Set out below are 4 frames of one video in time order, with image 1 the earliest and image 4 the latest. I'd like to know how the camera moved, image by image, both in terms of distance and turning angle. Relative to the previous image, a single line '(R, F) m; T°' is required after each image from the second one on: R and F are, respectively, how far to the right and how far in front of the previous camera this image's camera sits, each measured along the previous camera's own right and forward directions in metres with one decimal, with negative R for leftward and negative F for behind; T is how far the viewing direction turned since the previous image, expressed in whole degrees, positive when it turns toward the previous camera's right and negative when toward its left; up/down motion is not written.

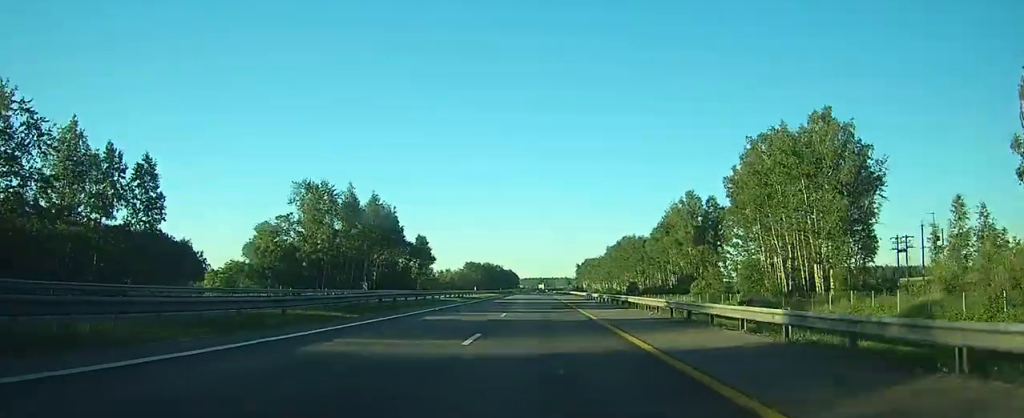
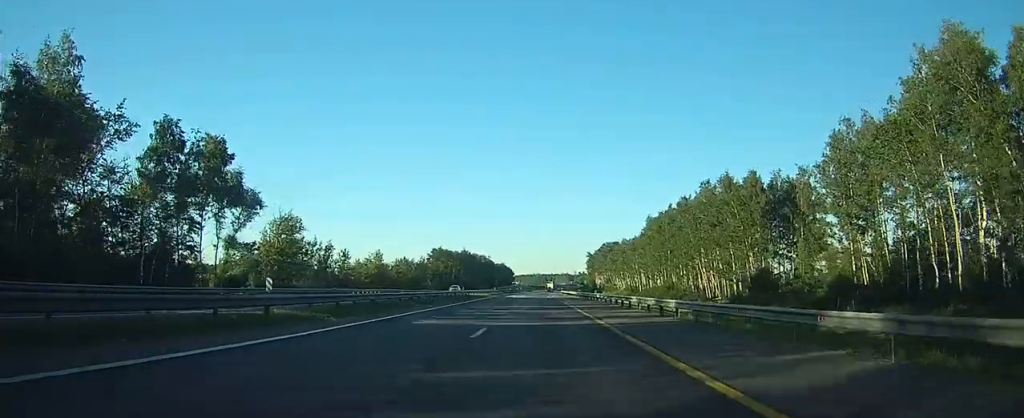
(-0.2, +105.6) m; 0°
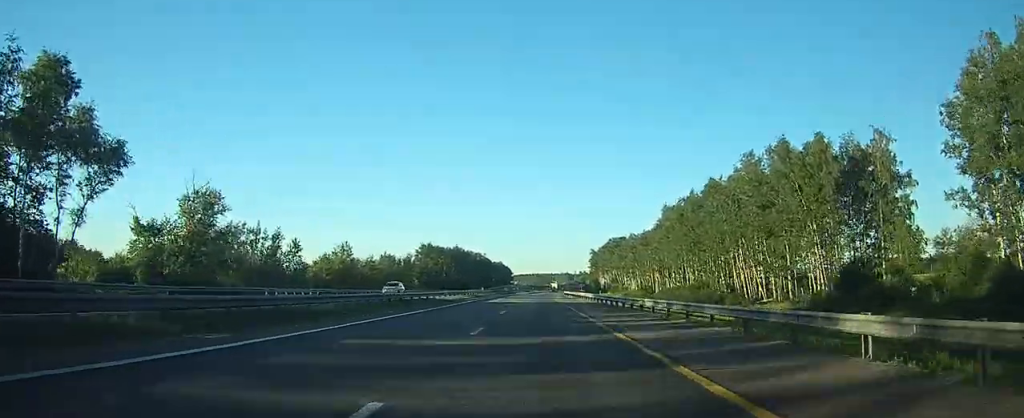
(+0.4, +23.4) m; 0°
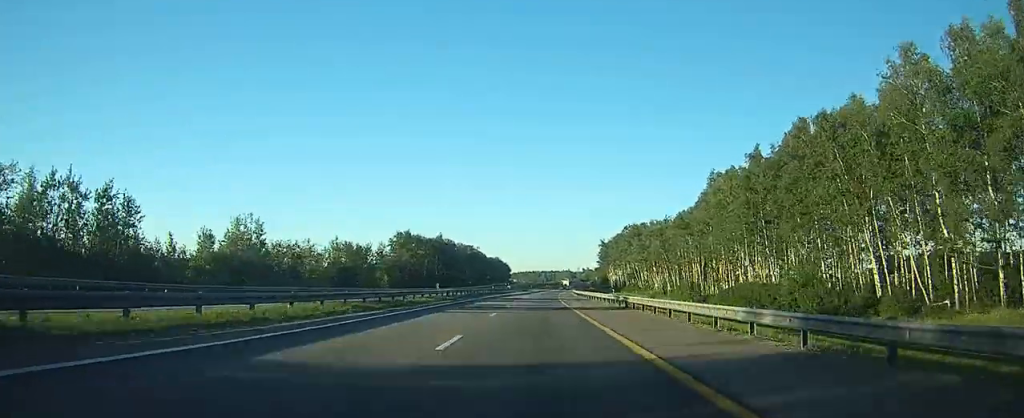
(-0.2, +40.4) m; 0°
